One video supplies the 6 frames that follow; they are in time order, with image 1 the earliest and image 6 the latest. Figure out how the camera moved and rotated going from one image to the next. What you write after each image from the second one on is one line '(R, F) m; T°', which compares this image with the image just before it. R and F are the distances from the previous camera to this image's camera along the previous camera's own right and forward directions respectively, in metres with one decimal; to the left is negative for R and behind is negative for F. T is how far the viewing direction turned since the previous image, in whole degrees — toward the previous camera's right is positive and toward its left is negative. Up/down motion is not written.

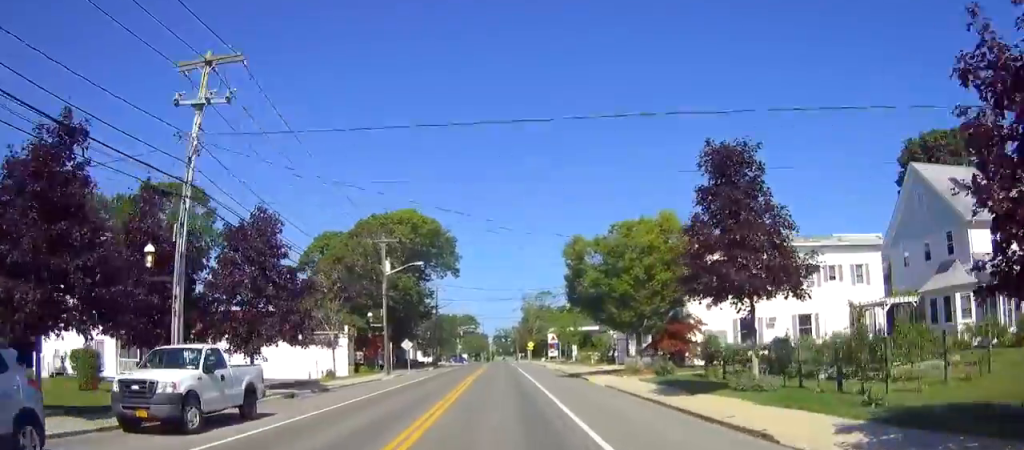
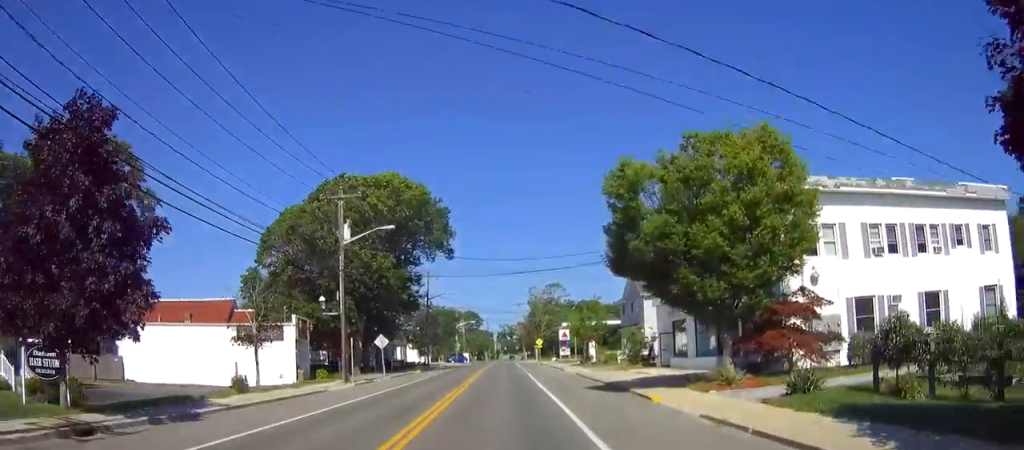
(+0.1, +14.7) m; 0°
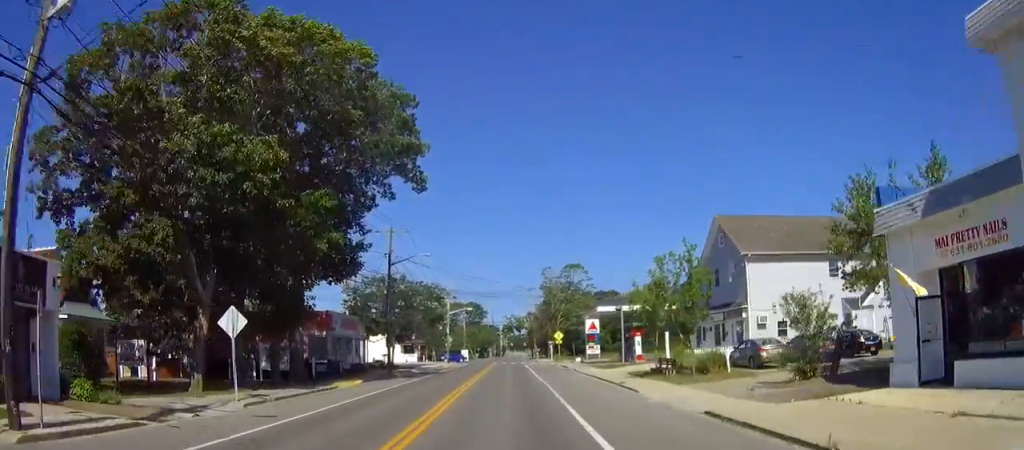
(0.0, +27.4) m; -1°
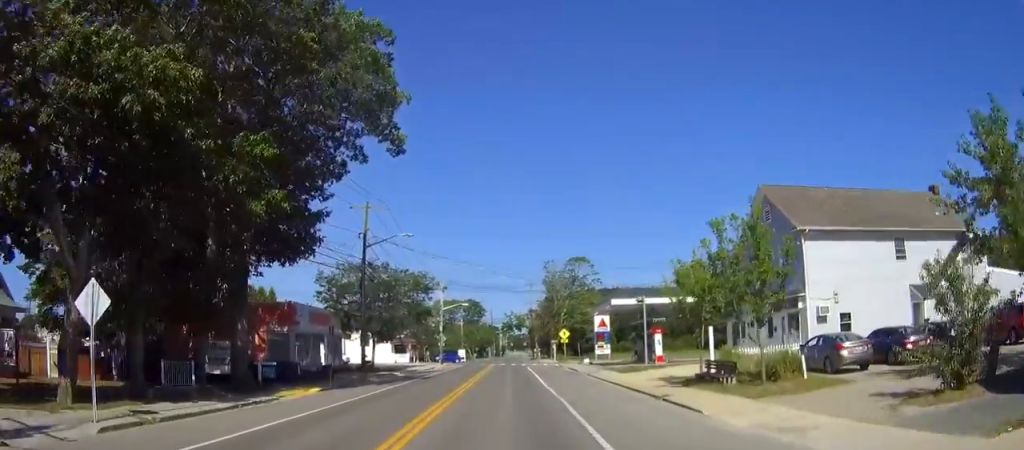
(-0.1, +8.1) m; 0°
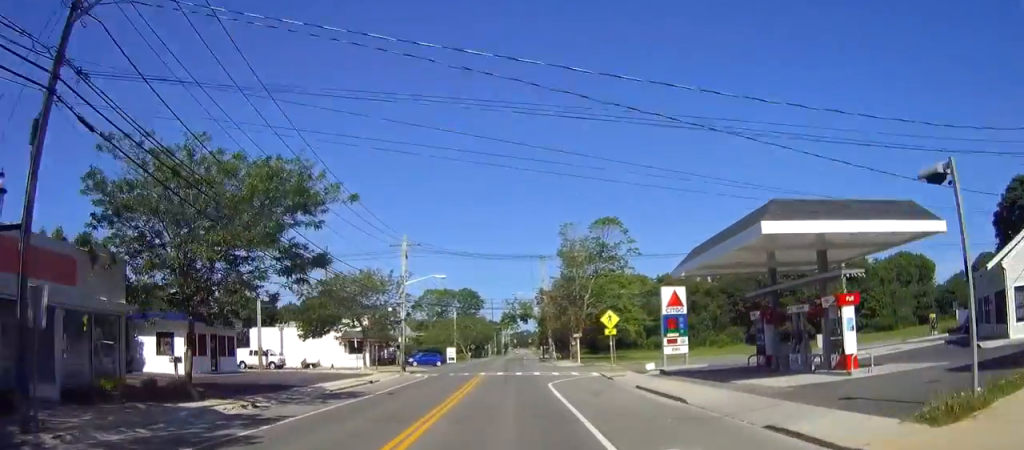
(-0.3, +29.4) m; -1°
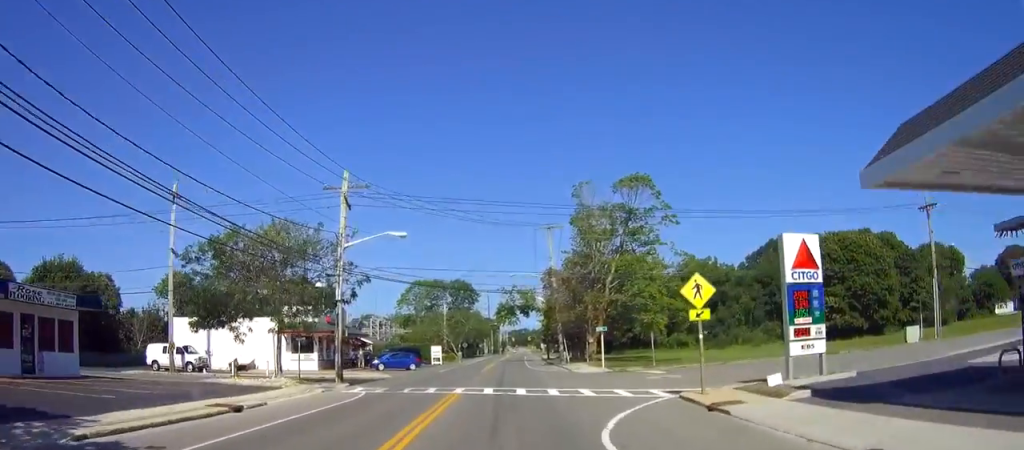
(+0.2, +18.1) m; 0°
